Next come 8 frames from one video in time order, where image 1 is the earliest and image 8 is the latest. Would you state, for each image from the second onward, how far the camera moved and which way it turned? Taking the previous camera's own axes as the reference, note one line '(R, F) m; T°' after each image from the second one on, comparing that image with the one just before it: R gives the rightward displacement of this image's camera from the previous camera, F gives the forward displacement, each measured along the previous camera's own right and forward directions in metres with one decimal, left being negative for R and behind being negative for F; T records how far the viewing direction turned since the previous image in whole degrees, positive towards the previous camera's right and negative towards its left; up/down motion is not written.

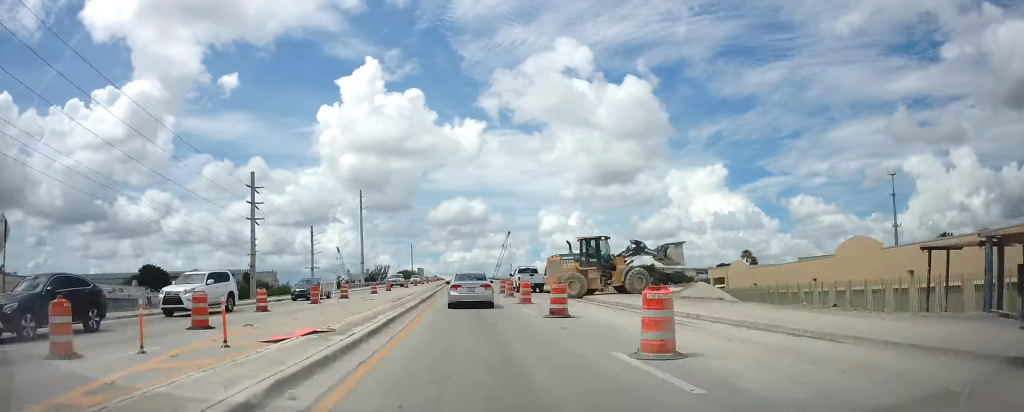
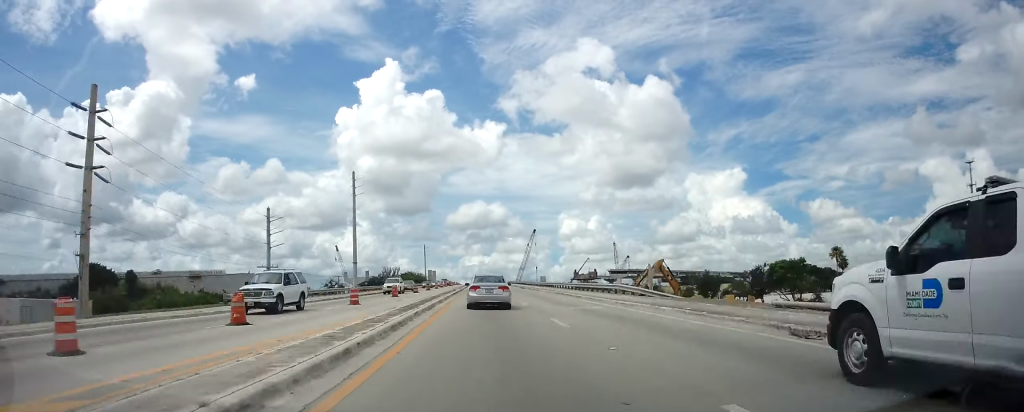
(-1.7, +44.8) m; -1°
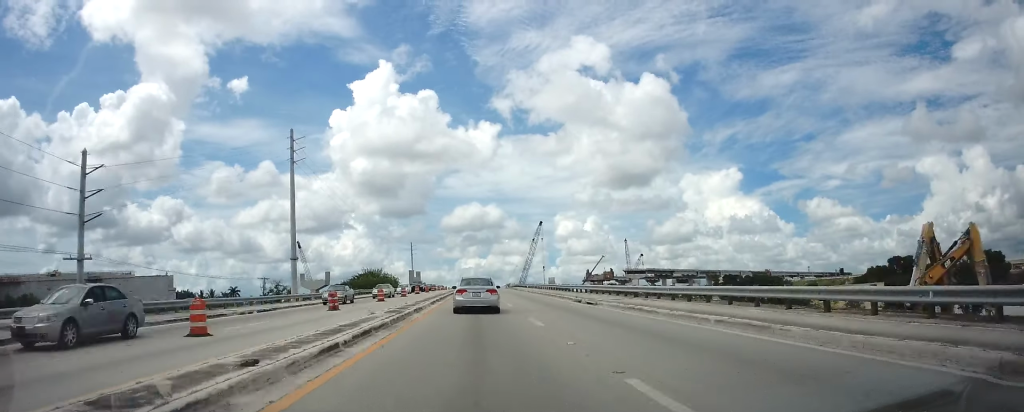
(-0.4, +53.5) m; 0°
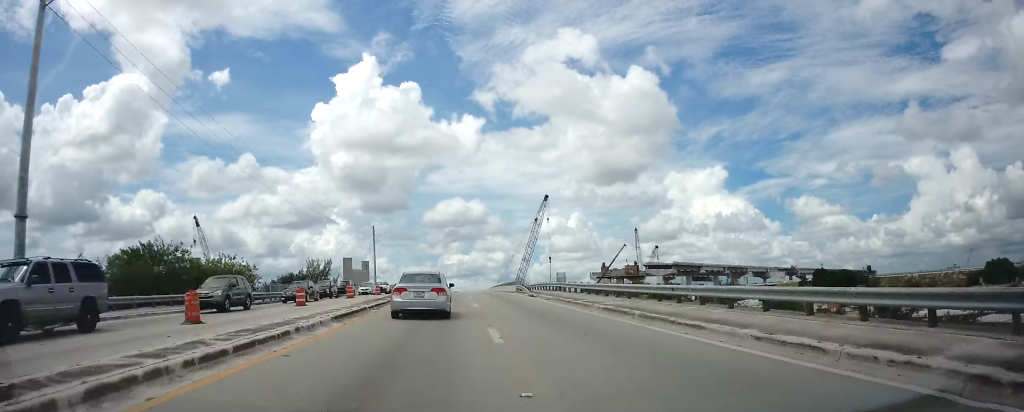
(+0.6, +73.0) m; 0°
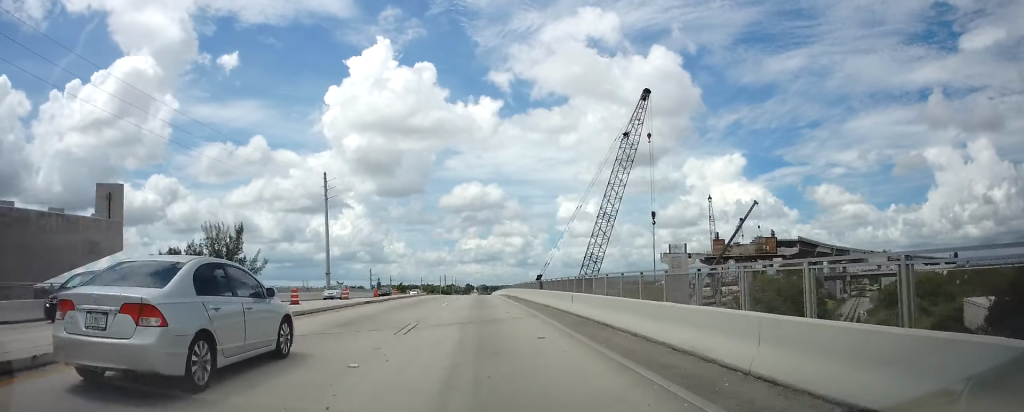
(-0.5, +97.3) m; -1°
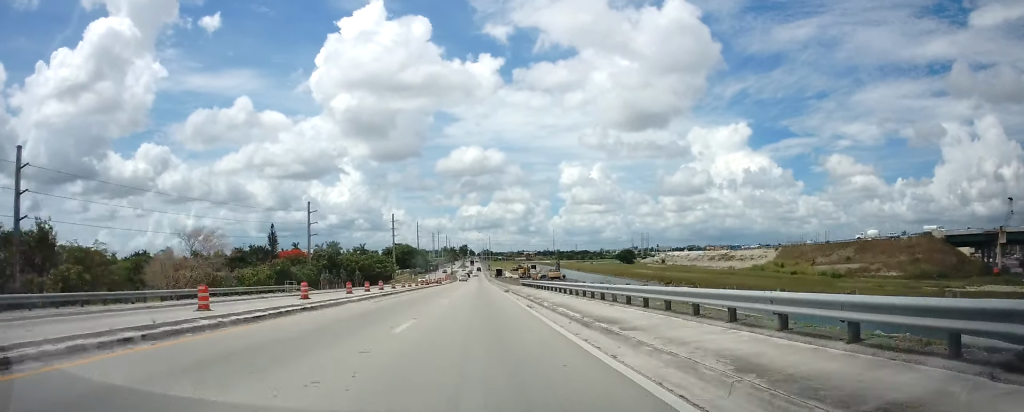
(-1.9, +216.0) m; -1°
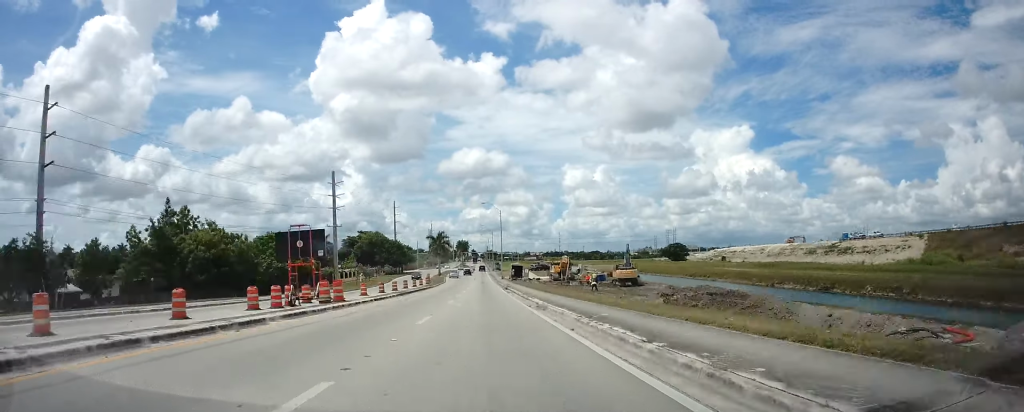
(-0.2, +72.7) m; 0°
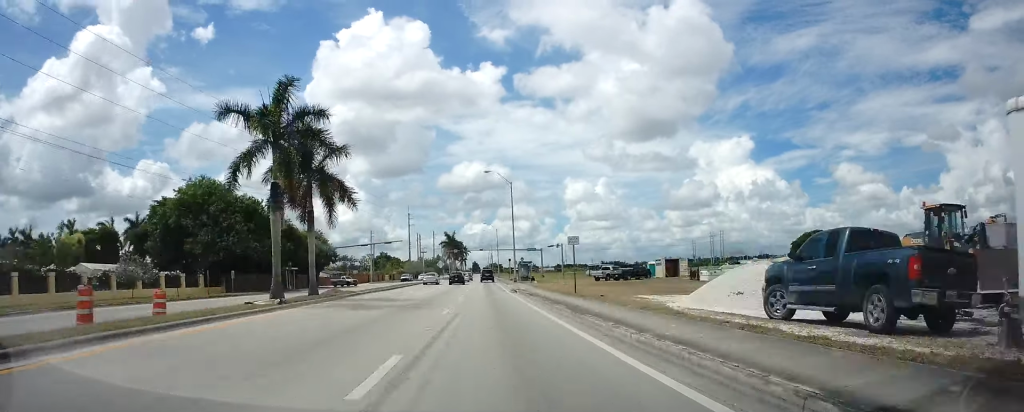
(+0.5, +93.3) m; 0°
